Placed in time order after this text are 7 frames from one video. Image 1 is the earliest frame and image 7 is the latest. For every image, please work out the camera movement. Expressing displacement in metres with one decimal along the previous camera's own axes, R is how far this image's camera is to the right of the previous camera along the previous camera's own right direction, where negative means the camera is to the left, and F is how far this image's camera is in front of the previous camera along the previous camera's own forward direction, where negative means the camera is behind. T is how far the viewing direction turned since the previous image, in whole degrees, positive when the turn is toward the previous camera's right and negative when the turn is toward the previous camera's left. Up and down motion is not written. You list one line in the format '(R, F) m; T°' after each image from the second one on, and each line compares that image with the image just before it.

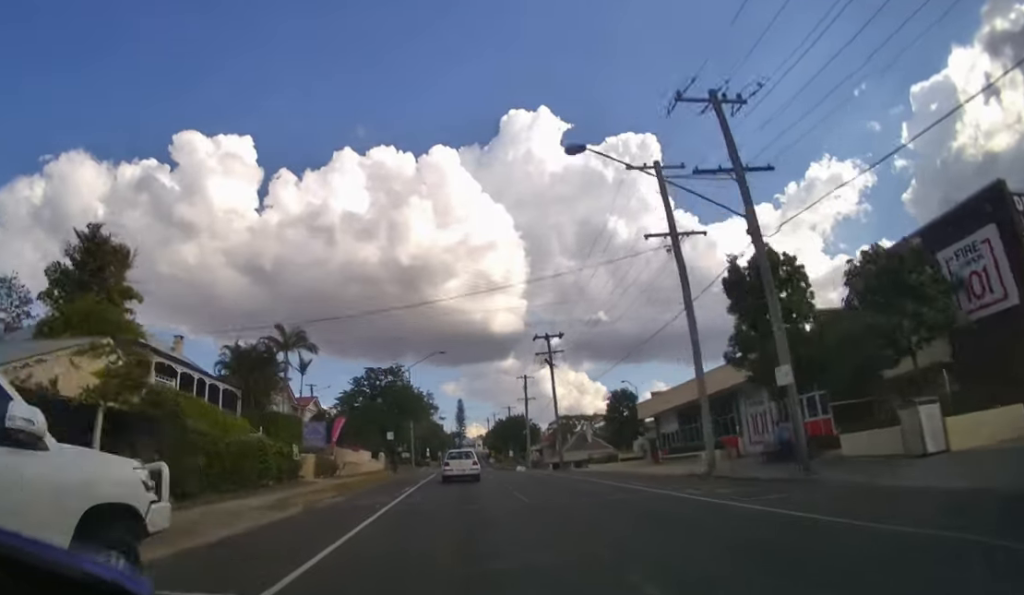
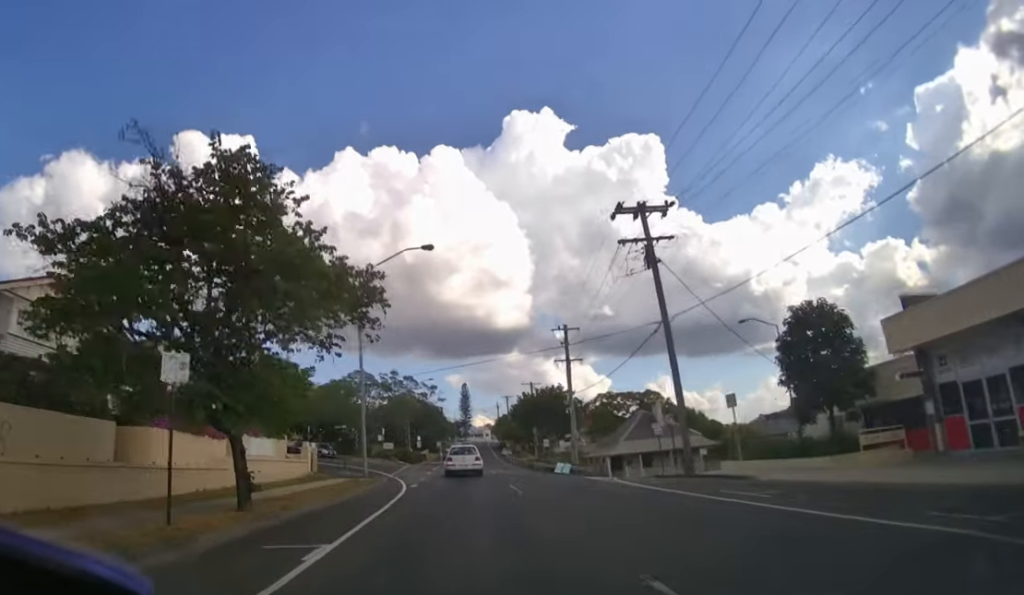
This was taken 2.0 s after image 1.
(-0.2, +29.3) m; 0°
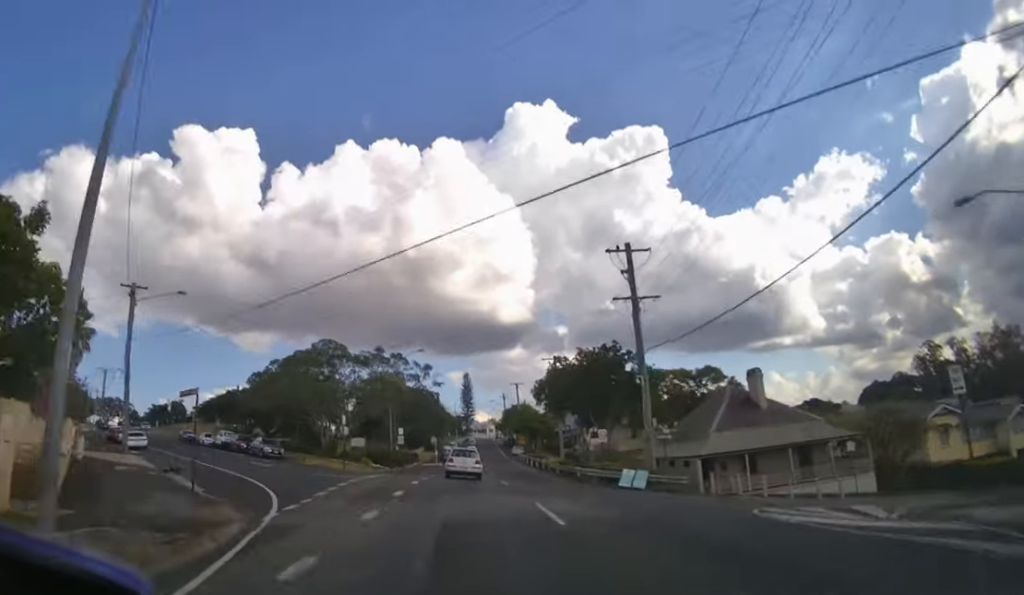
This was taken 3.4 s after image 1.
(0.0, +18.7) m; 0°
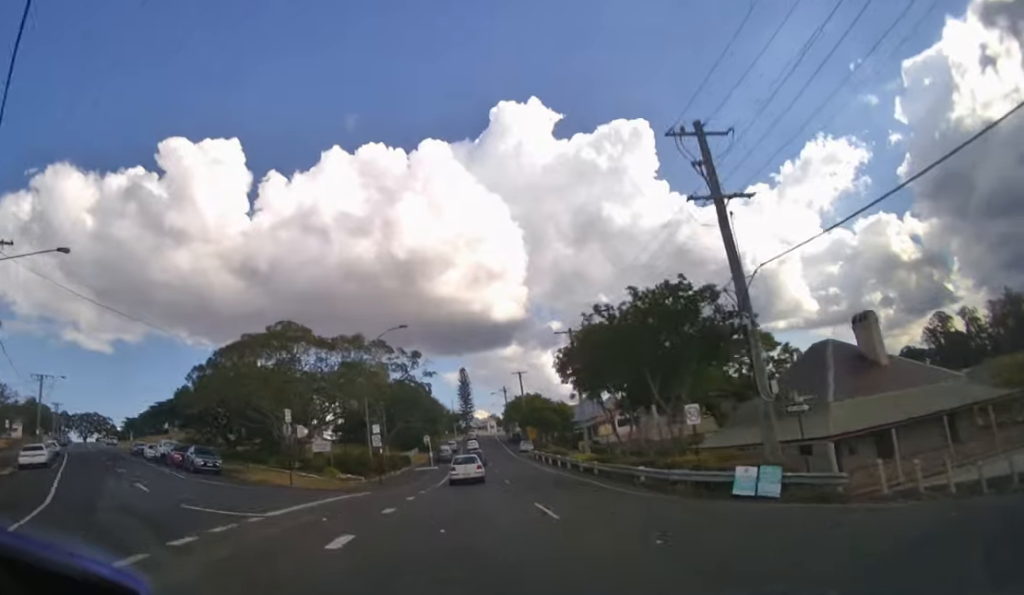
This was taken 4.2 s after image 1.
(0.0, +10.7) m; 0°
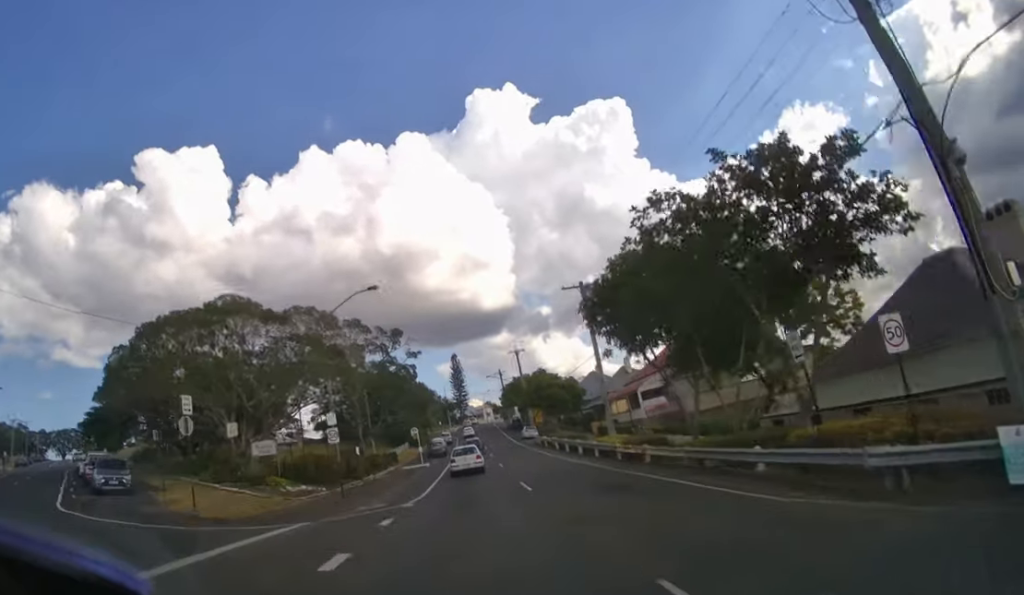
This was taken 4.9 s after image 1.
(0.0, +8.2) m; 0°
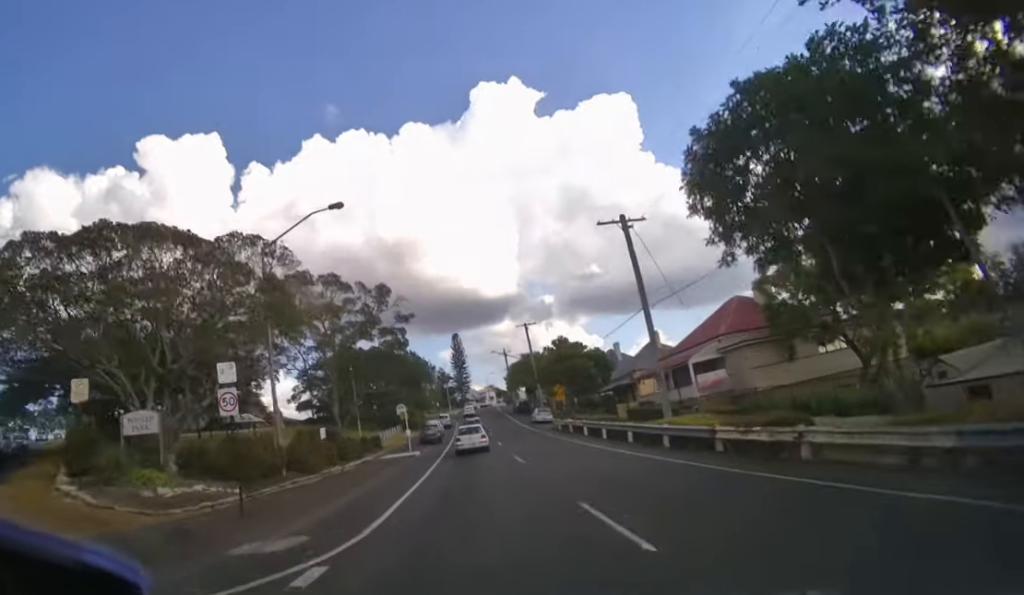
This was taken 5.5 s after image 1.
(0.0, +8.7) m; 0°
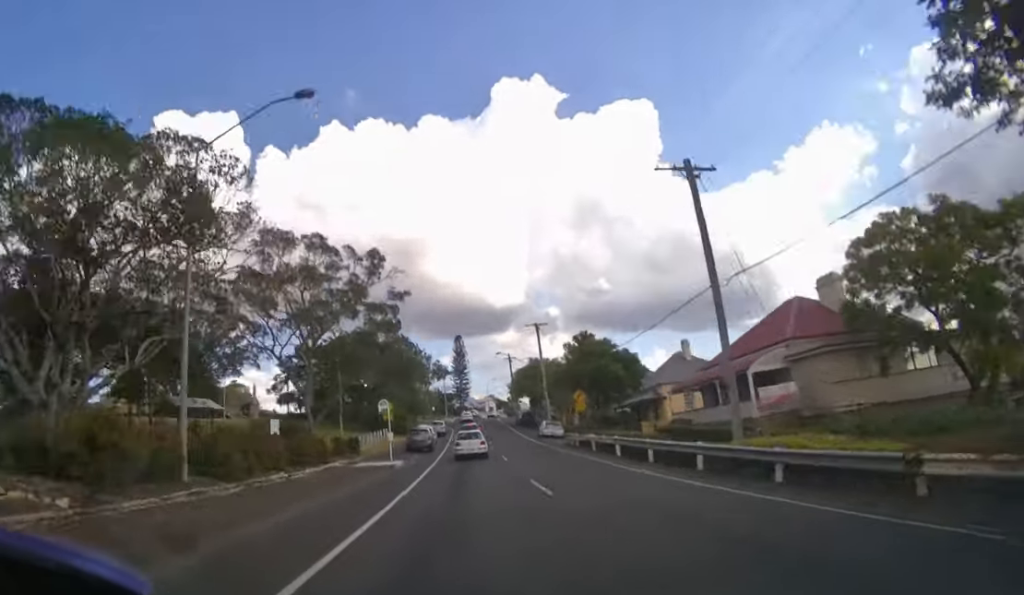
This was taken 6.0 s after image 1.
(0.0, +6.5) m; 0°
